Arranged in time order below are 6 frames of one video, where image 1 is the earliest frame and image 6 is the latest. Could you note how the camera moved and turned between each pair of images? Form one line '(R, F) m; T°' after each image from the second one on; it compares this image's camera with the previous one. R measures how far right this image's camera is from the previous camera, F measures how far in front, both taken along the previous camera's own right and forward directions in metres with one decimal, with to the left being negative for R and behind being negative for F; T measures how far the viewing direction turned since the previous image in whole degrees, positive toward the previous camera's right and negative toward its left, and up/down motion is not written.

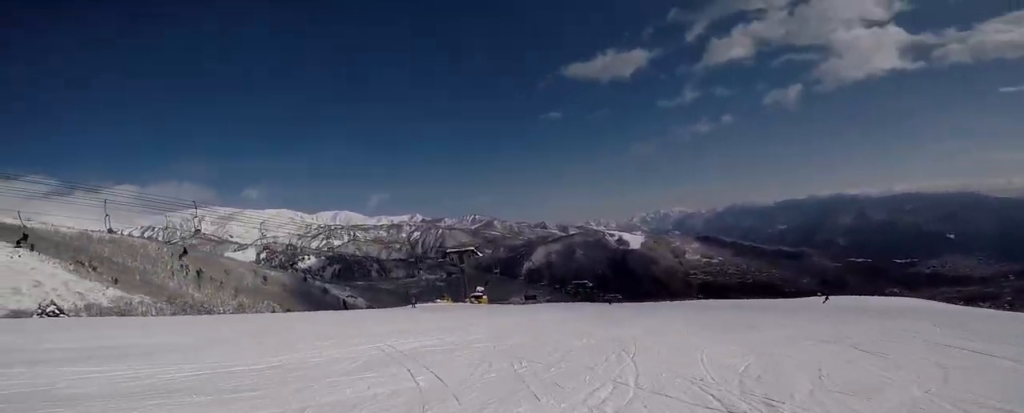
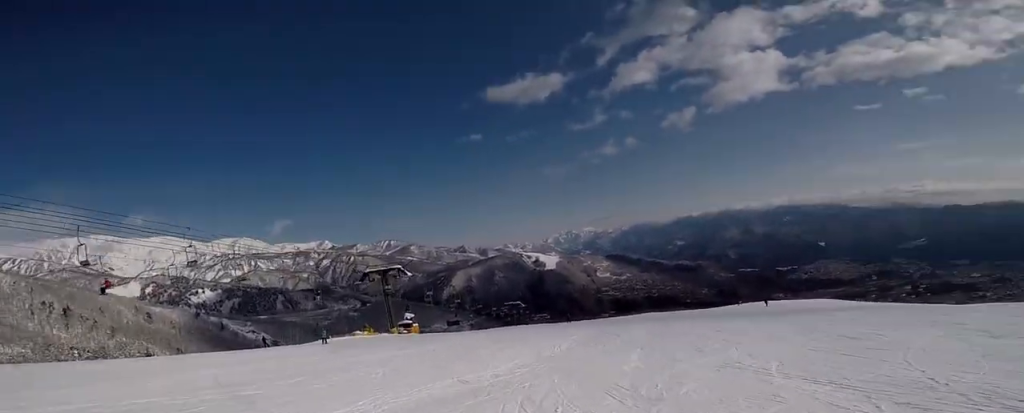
(0.0, +9.5) m; +17°
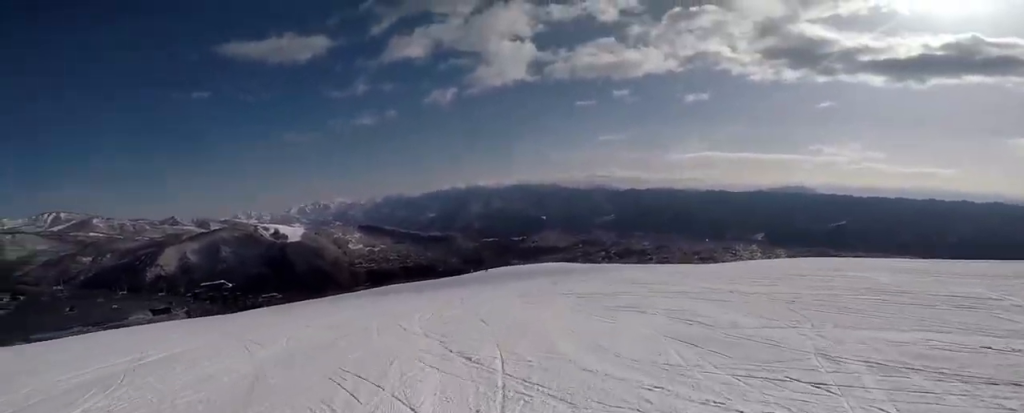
(+9.4, +13.8) m; +55°
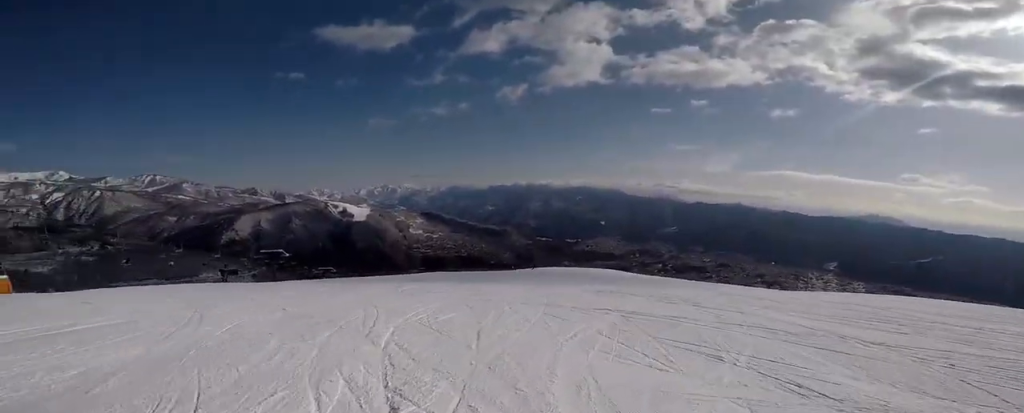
(+0.4, +2.7) m; -5°
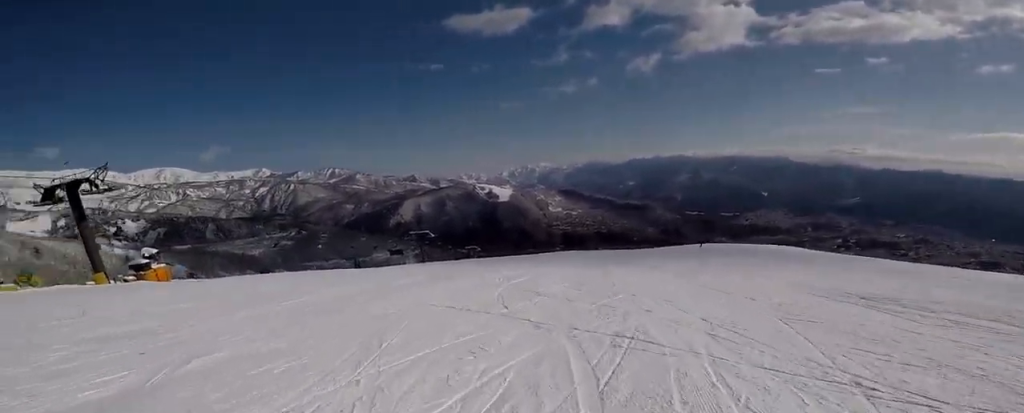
(-2.7, +6.9) m; -35°
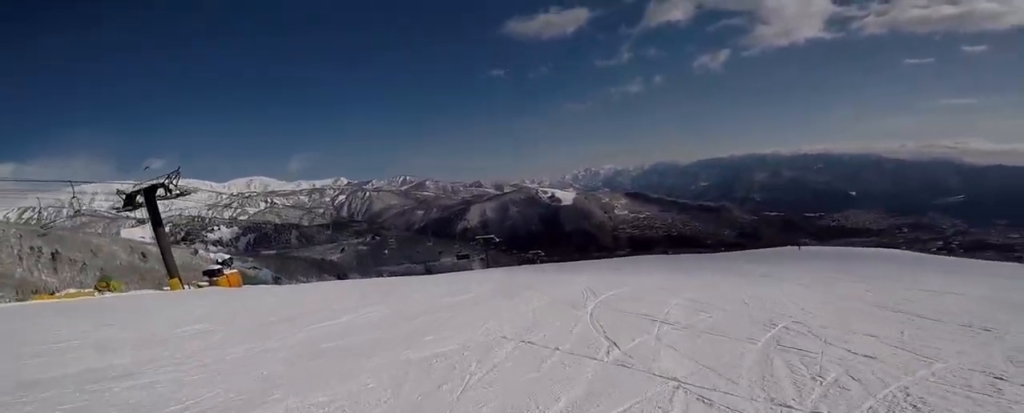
(-0.6, +3.1) m; -8°
